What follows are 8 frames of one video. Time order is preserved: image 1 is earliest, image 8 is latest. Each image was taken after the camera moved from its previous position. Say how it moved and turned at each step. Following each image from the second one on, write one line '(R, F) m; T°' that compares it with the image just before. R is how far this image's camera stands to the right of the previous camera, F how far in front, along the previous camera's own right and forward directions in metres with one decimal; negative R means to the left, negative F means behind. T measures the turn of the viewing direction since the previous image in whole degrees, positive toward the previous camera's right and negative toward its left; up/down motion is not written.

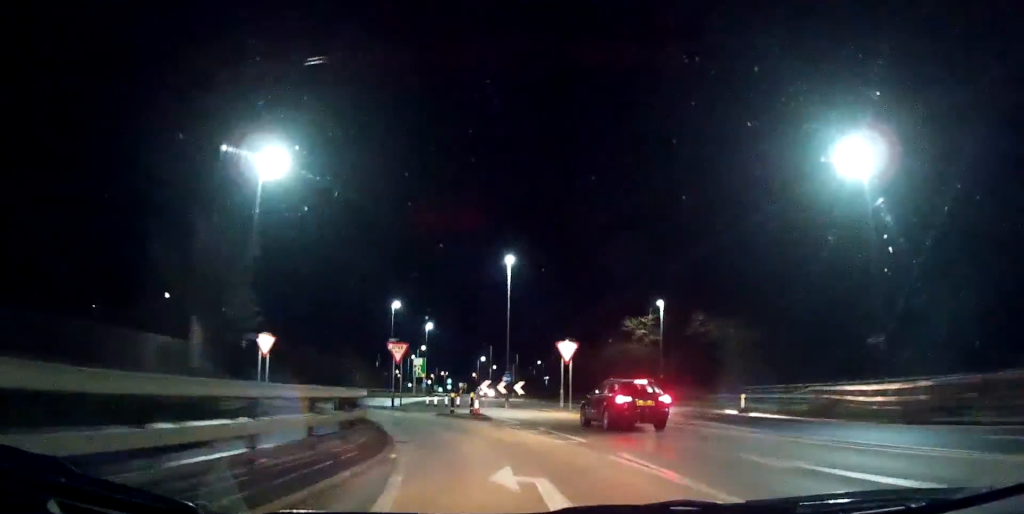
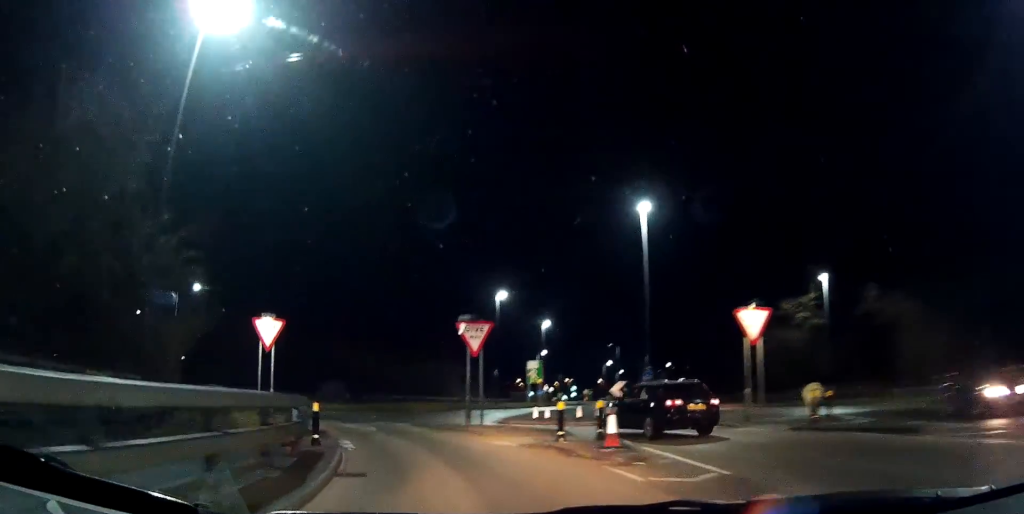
(-1.0, +14.2) m; -9°
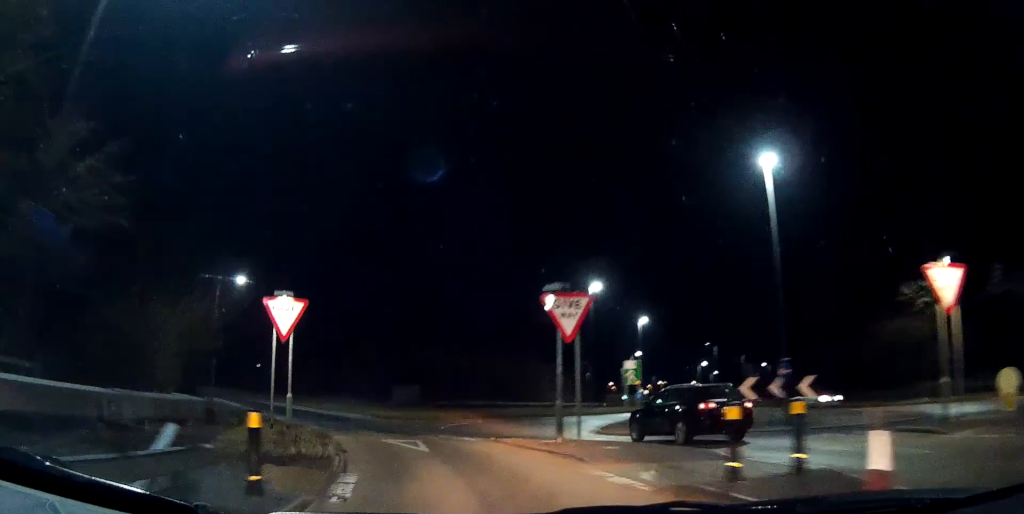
(-0.4, +6.6) m; -6°
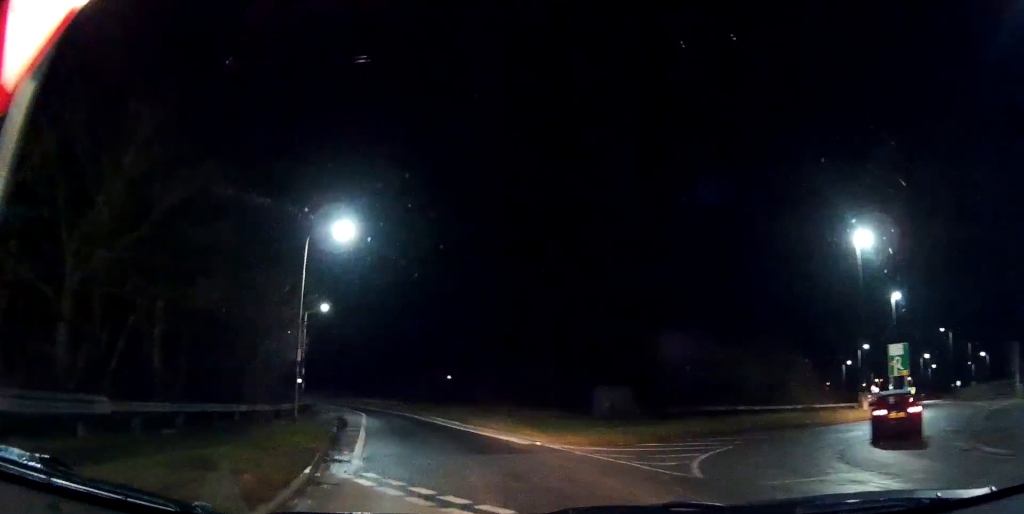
(-2.9, +16.3) m; -31°
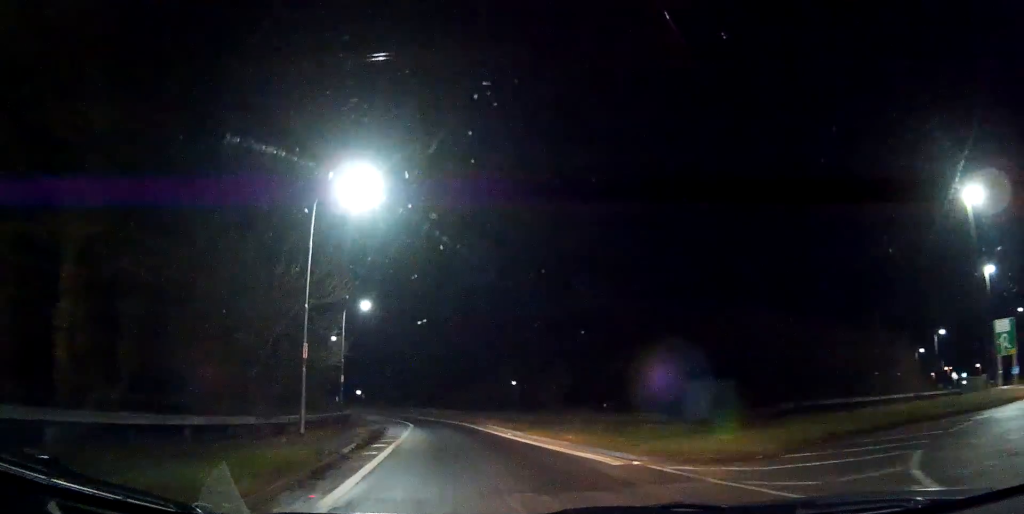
(-1.5, +6.1) m; -10°
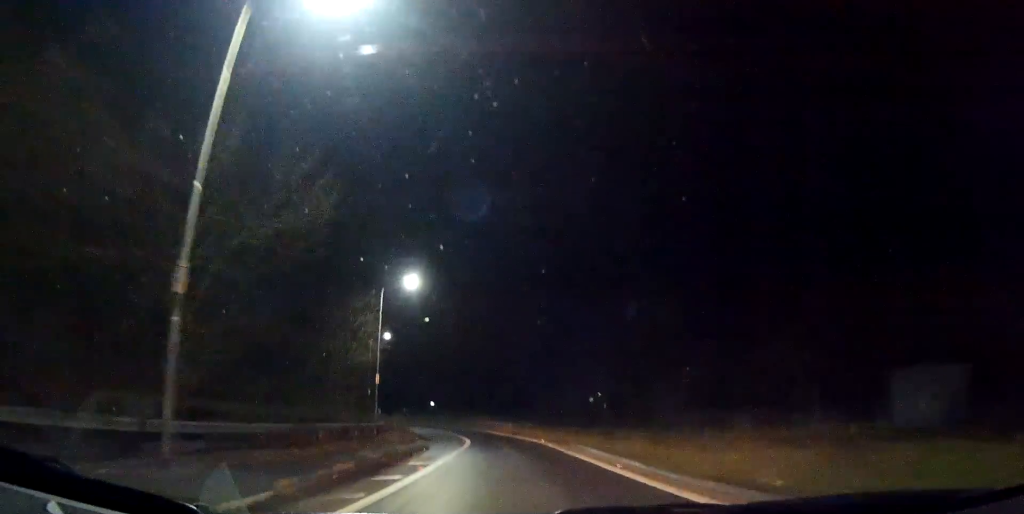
(+0.4, +10.5) m; +1°
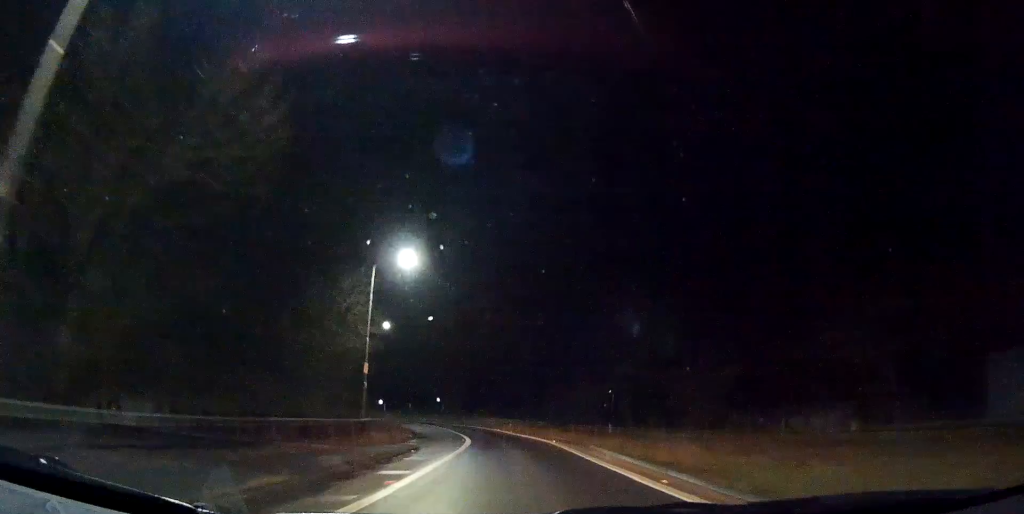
(-0.1, +3.7) m; -1°
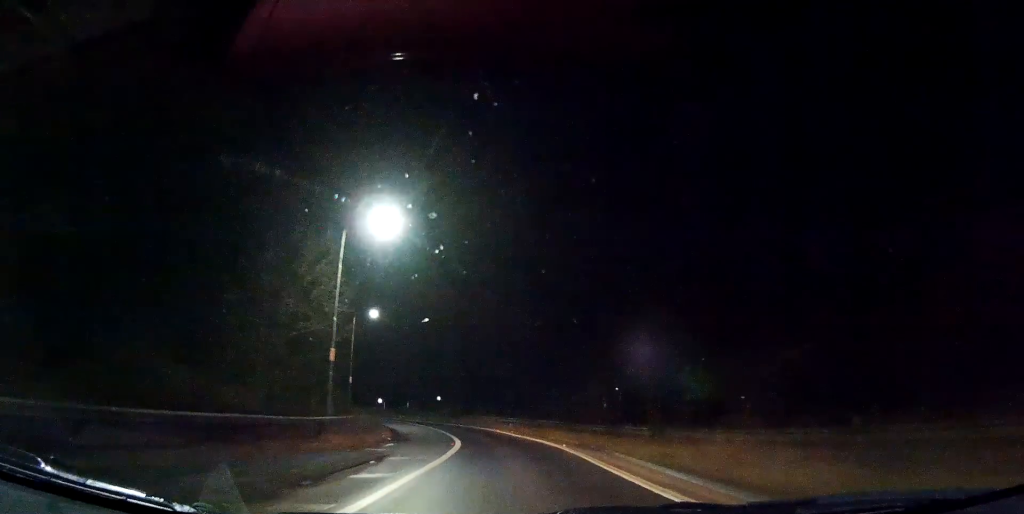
(0.0, +4.9) m; -1°
